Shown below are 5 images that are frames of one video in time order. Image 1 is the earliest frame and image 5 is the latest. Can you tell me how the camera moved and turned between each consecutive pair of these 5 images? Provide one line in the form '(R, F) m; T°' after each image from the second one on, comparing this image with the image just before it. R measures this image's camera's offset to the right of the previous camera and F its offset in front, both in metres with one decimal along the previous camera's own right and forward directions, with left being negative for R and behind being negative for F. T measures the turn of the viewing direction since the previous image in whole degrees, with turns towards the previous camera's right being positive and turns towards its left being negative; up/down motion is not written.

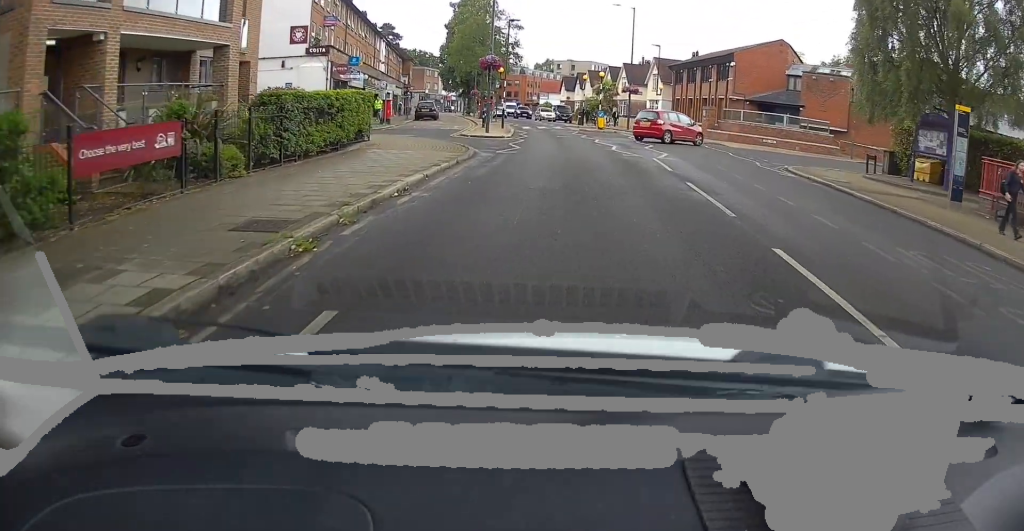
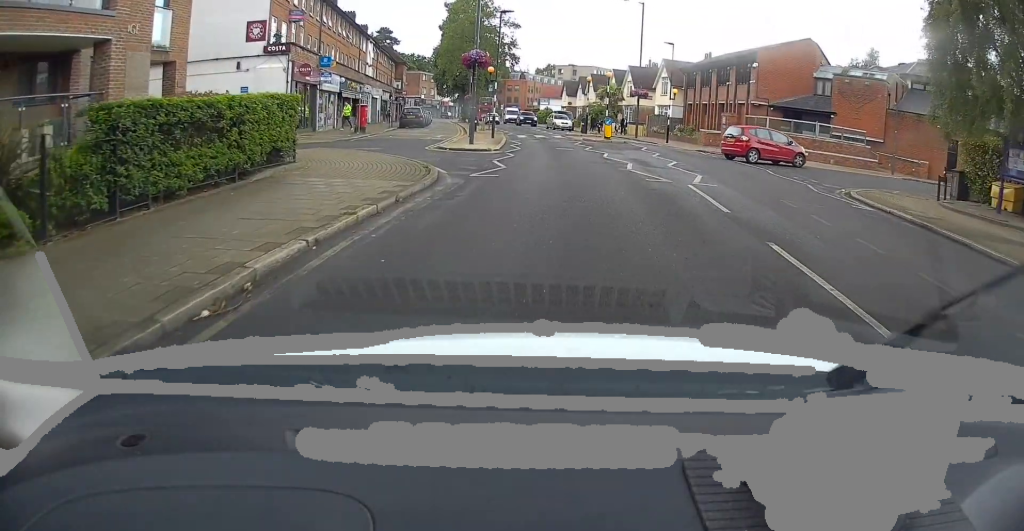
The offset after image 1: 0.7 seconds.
(0.0, +5.6) m; -2°
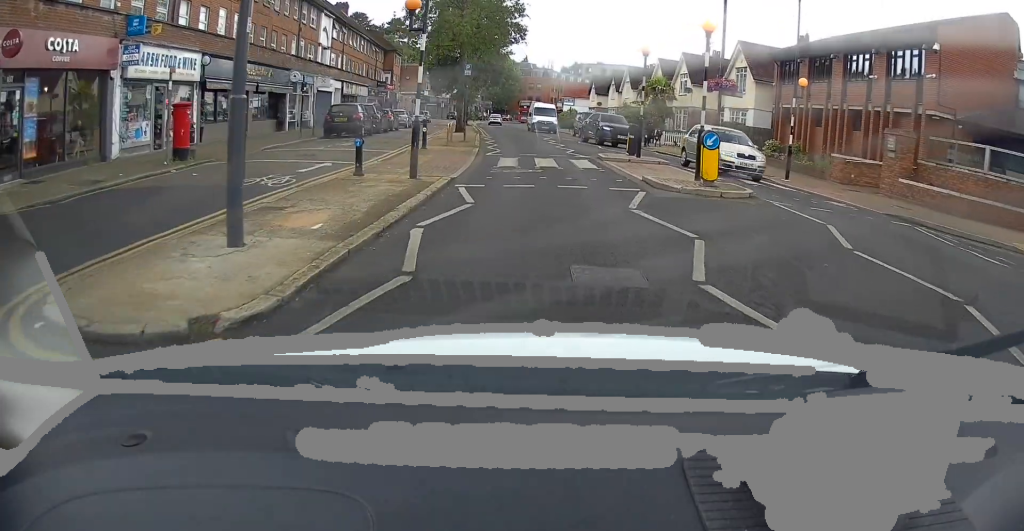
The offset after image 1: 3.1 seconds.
(-0.1, +19.4) m; -1°
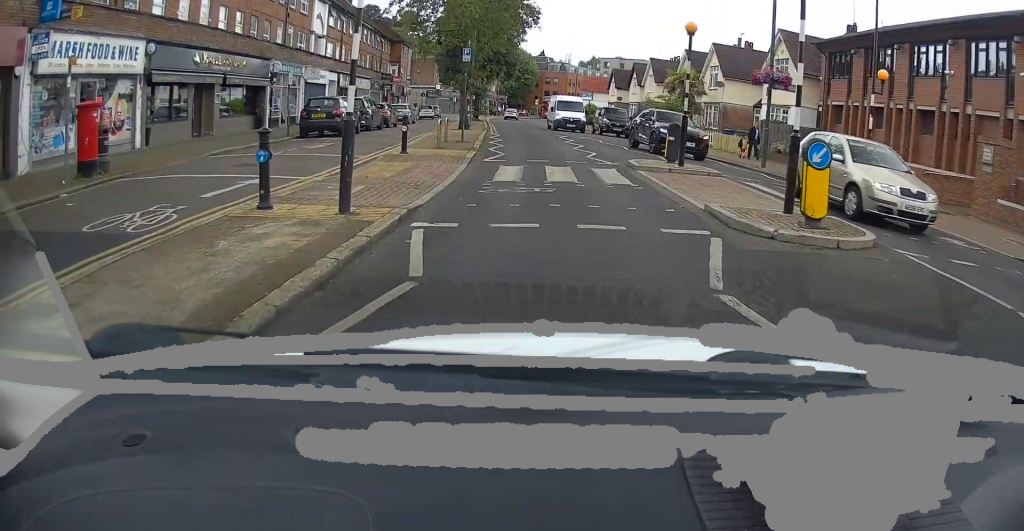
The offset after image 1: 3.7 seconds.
(0.0, +4.8) m; -2°
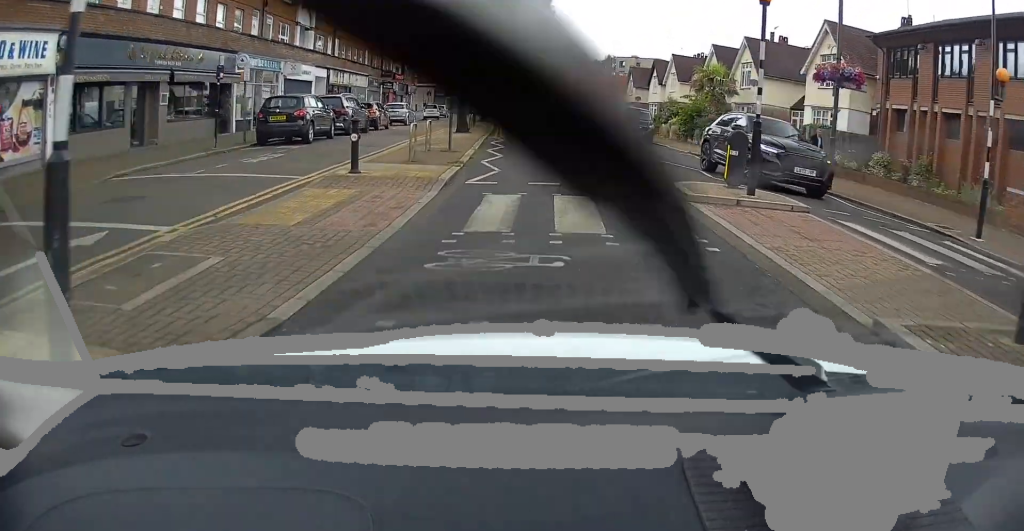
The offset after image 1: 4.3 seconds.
(-0.1, +4.6) m; -2°
